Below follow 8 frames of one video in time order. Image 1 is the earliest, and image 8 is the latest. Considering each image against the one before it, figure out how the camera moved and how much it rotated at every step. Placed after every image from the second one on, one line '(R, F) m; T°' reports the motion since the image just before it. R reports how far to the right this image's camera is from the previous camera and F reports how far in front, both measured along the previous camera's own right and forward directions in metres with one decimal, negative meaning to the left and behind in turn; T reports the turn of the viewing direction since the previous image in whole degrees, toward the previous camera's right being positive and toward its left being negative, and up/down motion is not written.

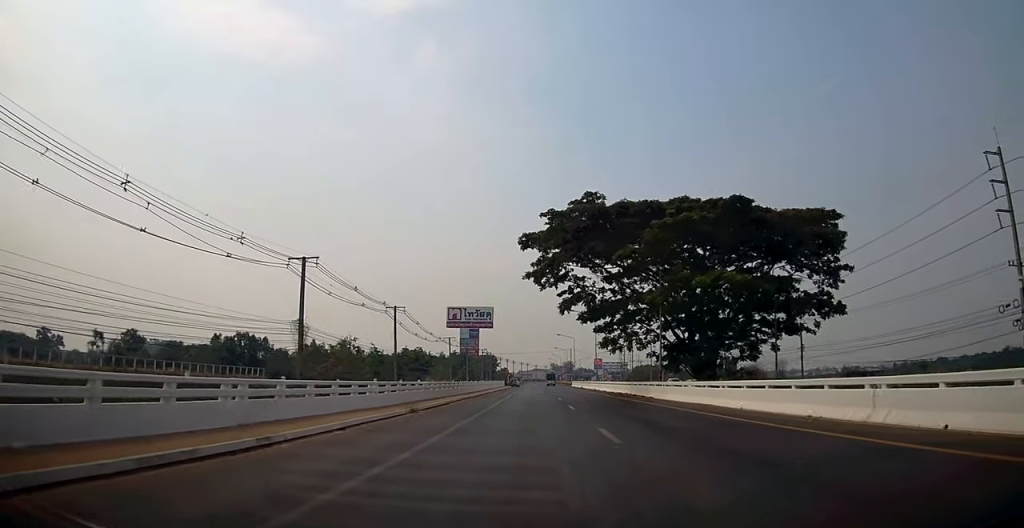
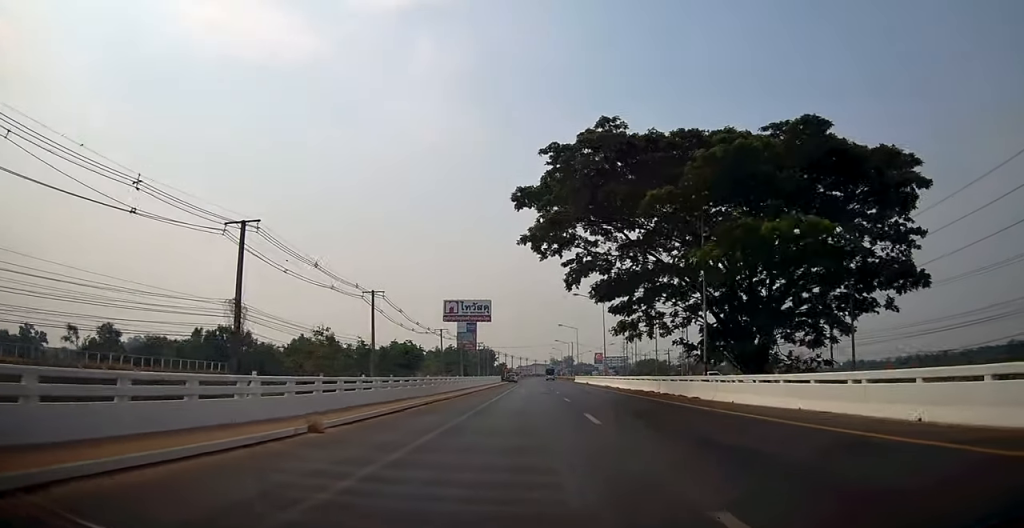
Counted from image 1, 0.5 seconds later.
(-0.2, +9.5) m; 0°
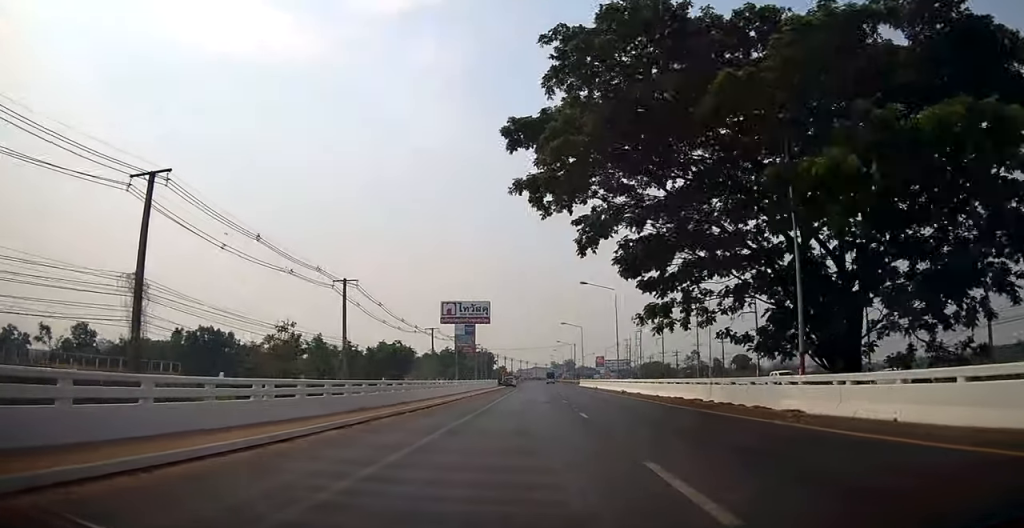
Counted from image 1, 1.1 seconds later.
(-0.4, +9.6) m; 0°
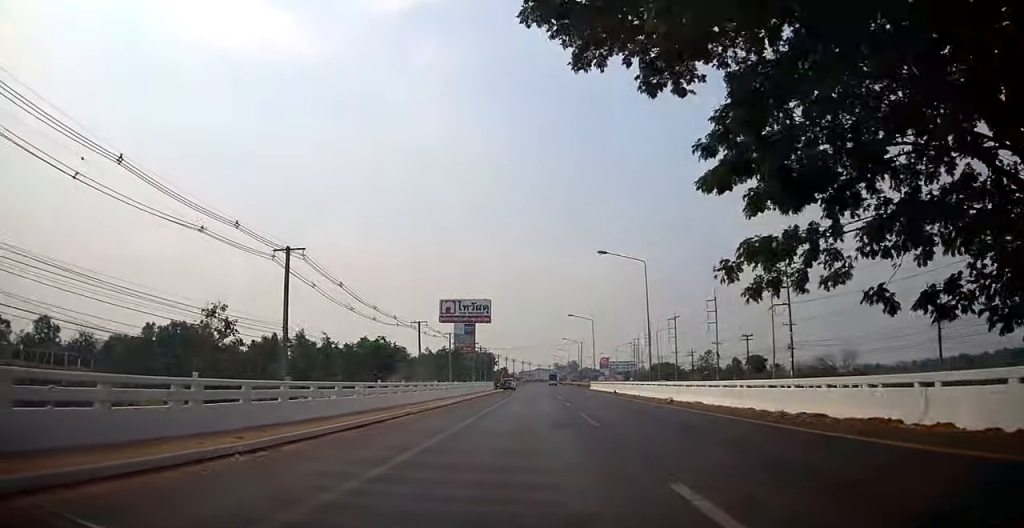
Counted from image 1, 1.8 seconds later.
(+0.4, +13.4) m; +2°
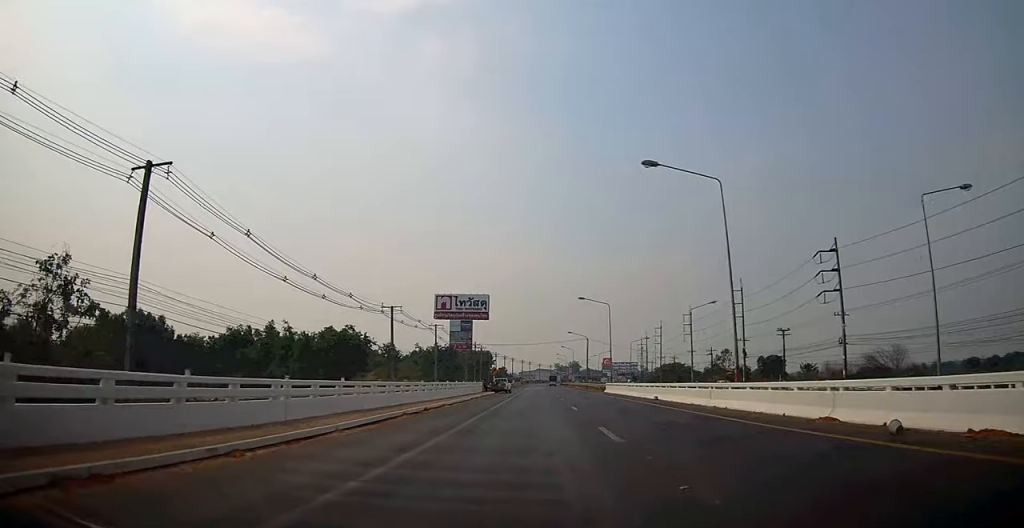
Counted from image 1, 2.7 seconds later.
(+0.3, +16.7) m; +1°
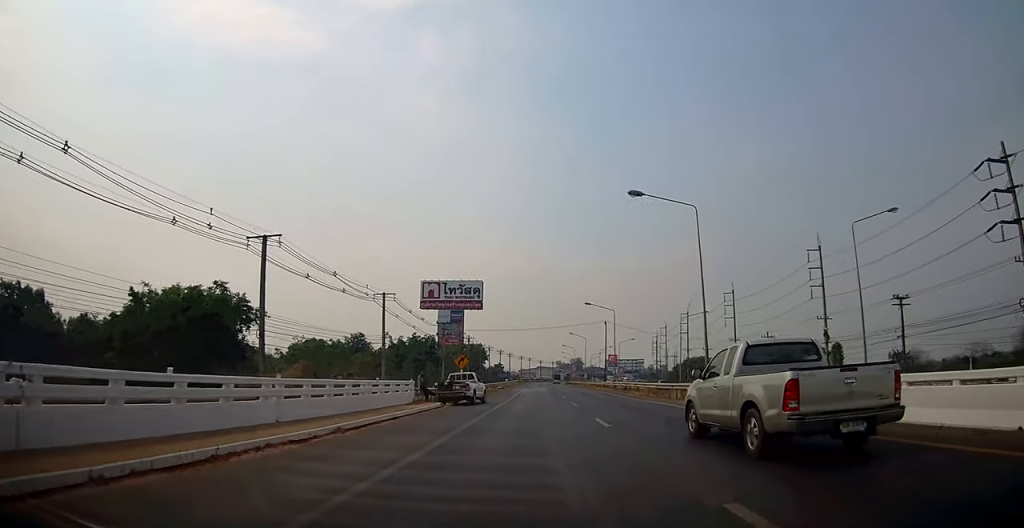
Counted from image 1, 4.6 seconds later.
(+0.1, +33.6) m; -1°
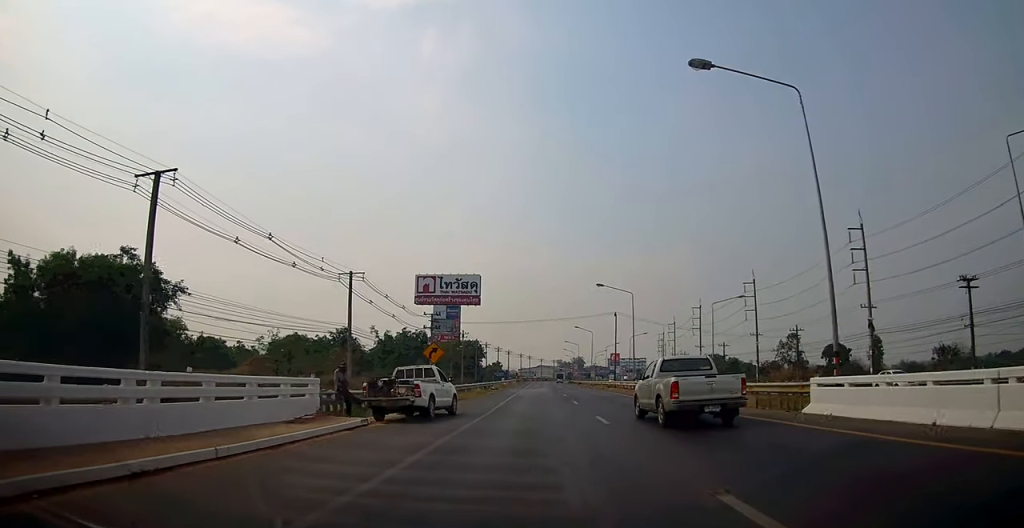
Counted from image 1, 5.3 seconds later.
(+0.1, +12.0) m; -2°
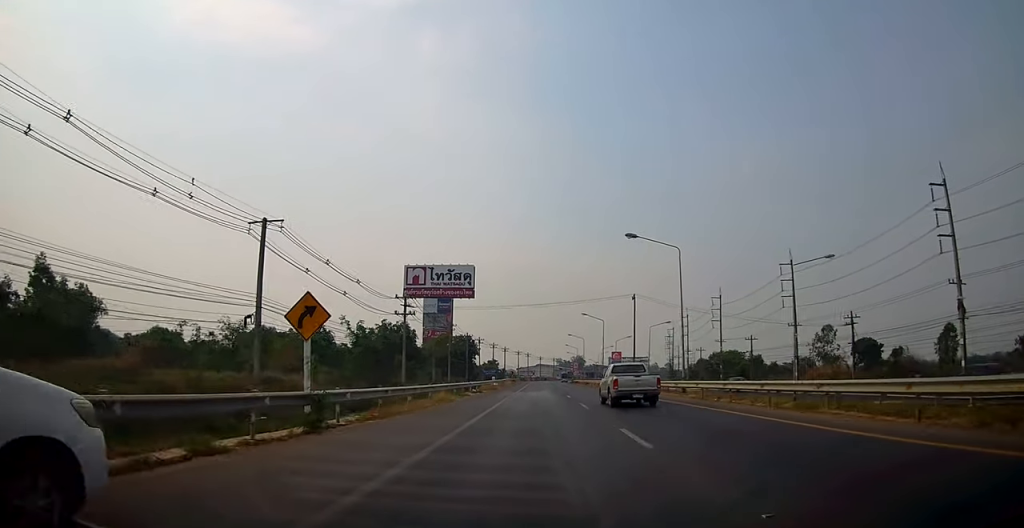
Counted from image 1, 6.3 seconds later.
(-0.8, +17.8) m; -2°
